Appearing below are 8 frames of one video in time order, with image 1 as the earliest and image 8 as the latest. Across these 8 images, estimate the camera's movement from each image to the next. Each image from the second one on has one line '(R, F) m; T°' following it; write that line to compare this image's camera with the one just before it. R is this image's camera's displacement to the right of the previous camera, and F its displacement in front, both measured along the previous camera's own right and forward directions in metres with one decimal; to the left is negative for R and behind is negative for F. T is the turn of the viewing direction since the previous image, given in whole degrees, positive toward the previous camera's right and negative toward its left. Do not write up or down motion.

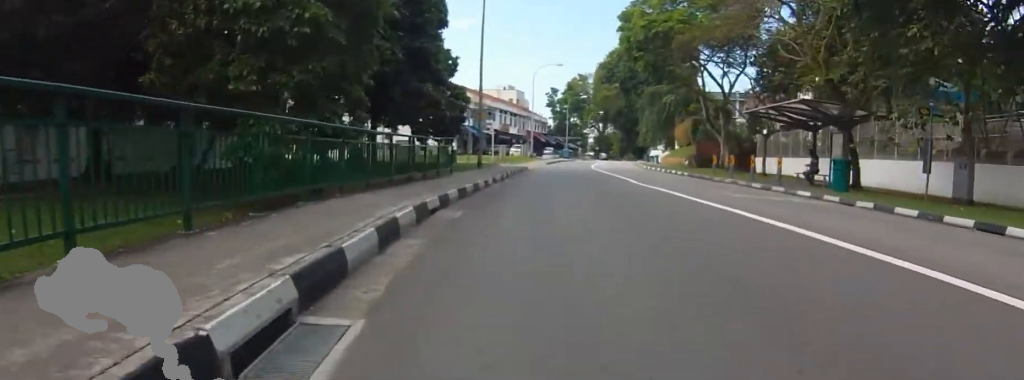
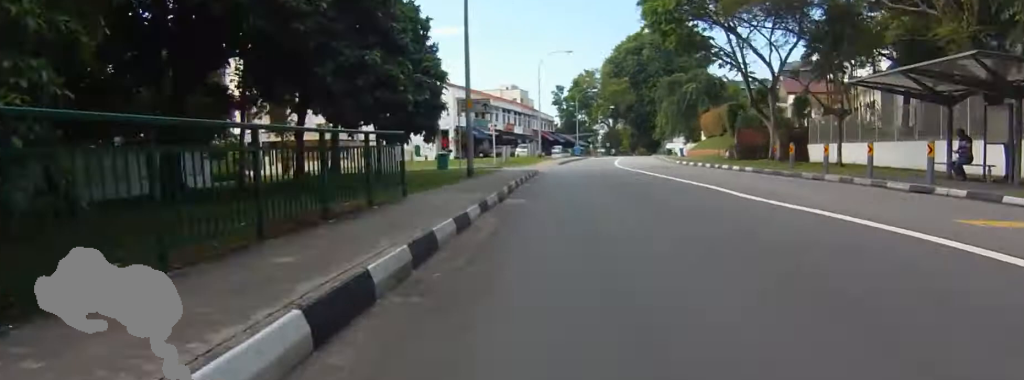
(-0.4, +7.5) m; -8°
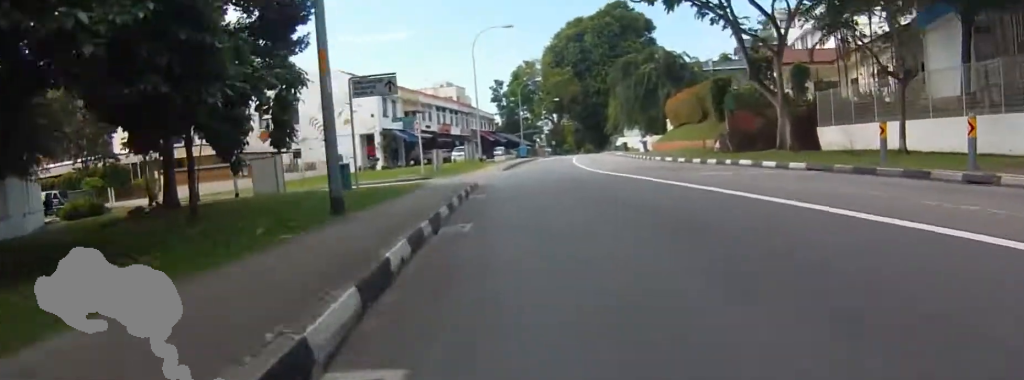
(-0.8, +8.1) m; +1°
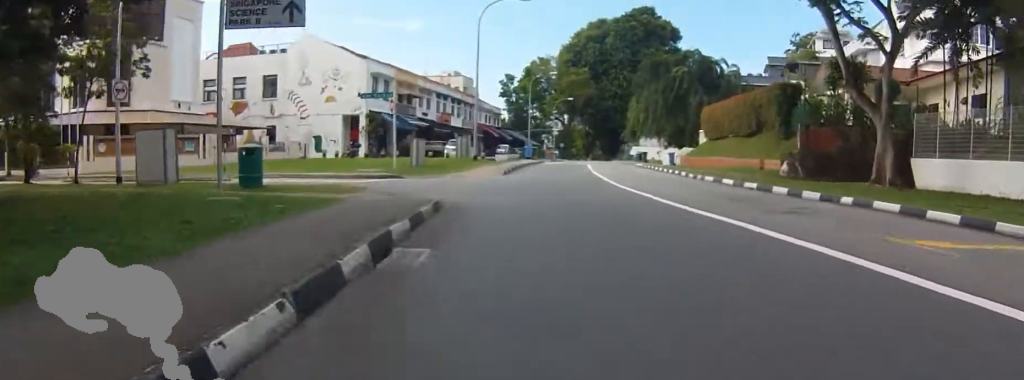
(+0.8, +7.7) m; +6°
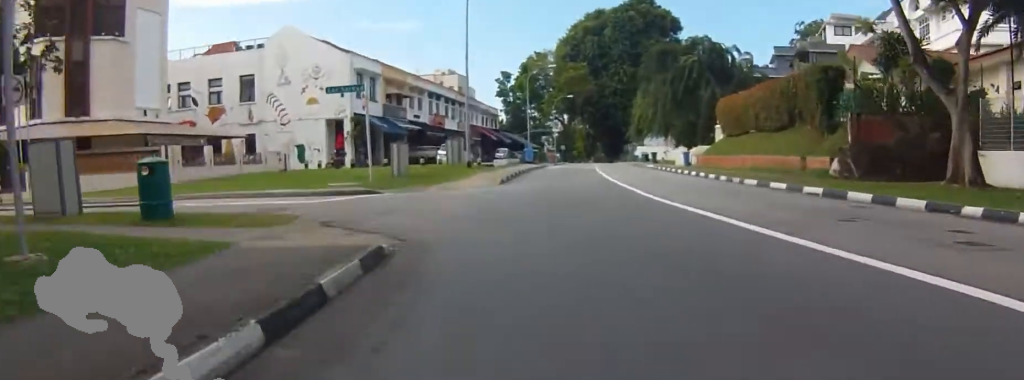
(0.0, +4.1) m; +1°
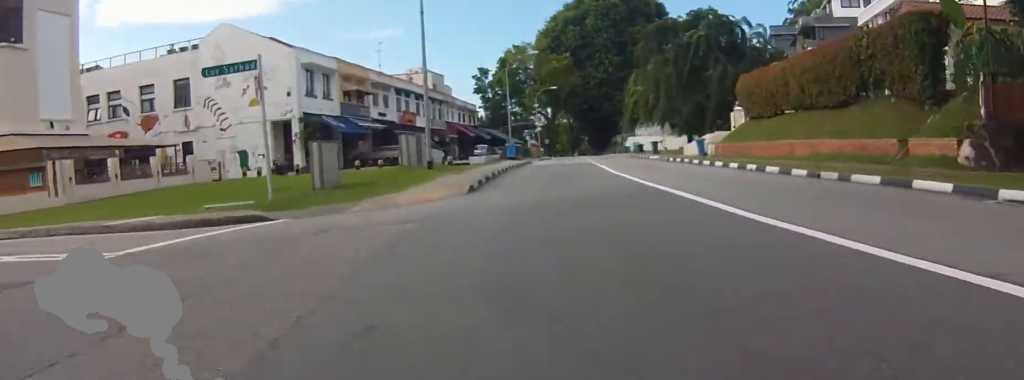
(+0.1, +7.2) m; -2°
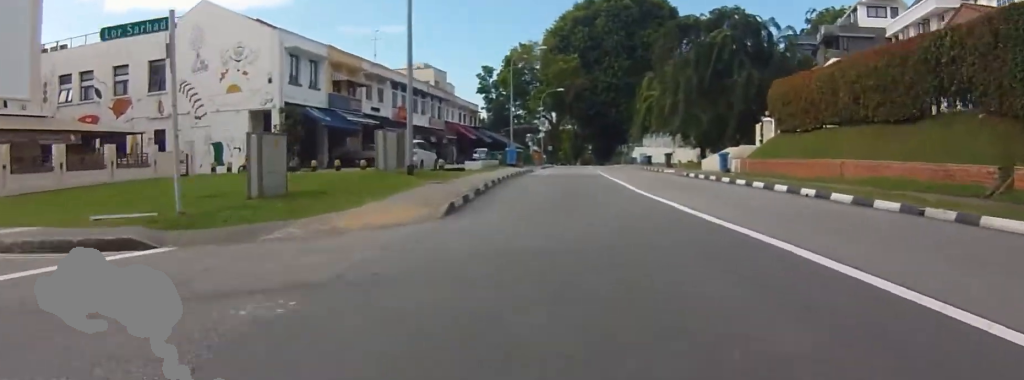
(+0.3, +3.7) m; -4°
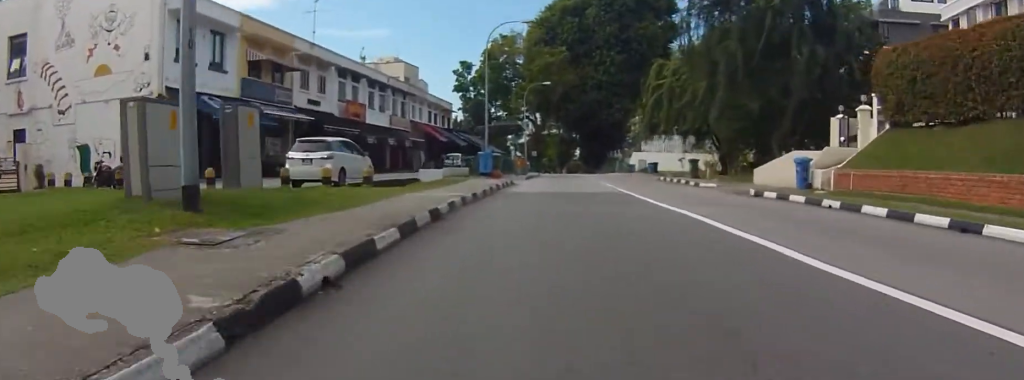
(-1.6, +10.5) m; -4°
